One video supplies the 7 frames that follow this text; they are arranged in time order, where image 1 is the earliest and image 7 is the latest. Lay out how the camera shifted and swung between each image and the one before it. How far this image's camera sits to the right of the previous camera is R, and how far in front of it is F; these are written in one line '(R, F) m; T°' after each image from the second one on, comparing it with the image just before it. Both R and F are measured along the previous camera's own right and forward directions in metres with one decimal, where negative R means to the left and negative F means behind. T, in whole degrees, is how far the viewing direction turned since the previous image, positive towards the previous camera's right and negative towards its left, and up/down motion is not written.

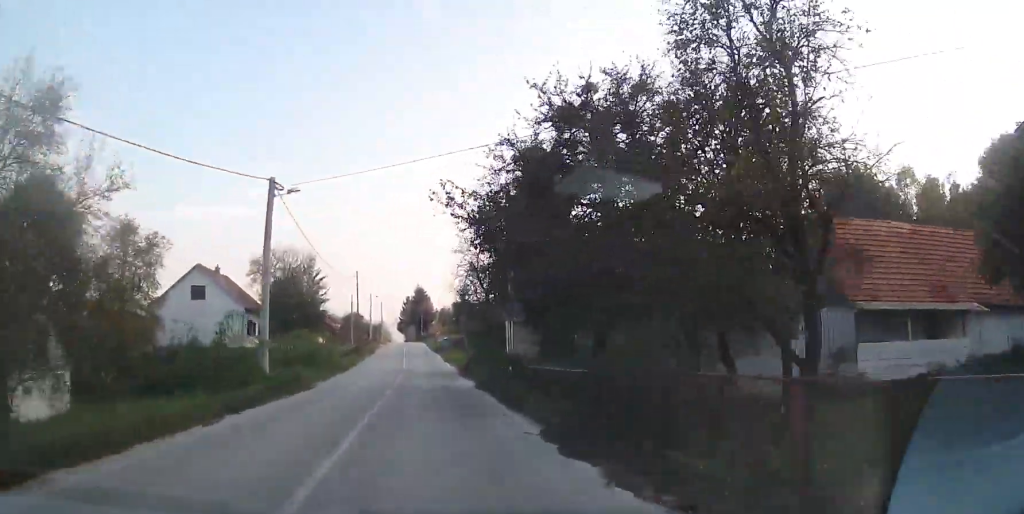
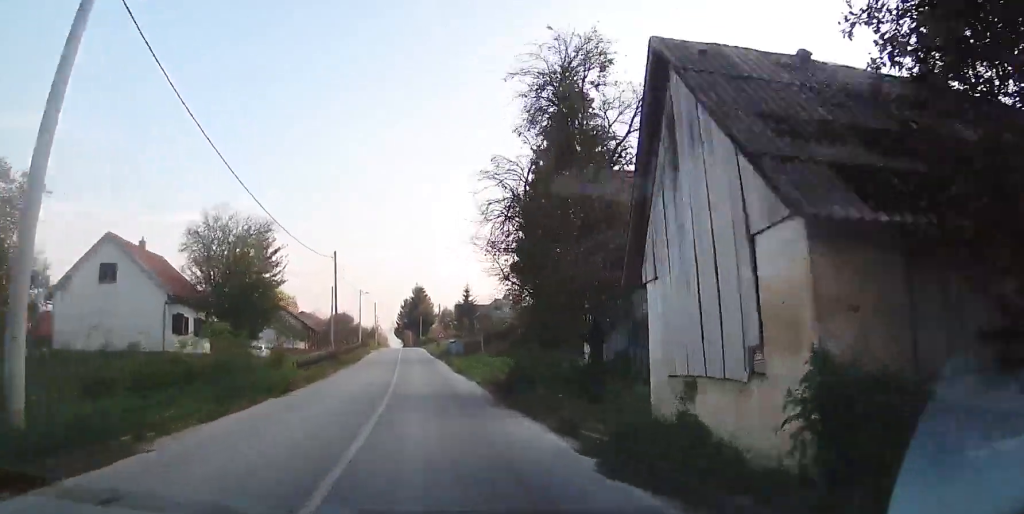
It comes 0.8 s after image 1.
(0.0, +14.7) m; -1°
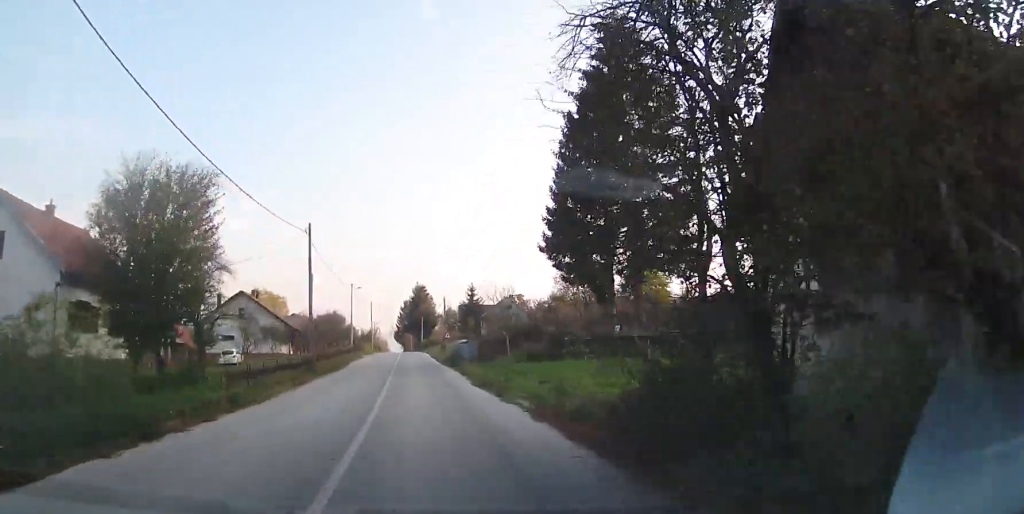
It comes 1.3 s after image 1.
(-0.2, +10.8) m; -1°
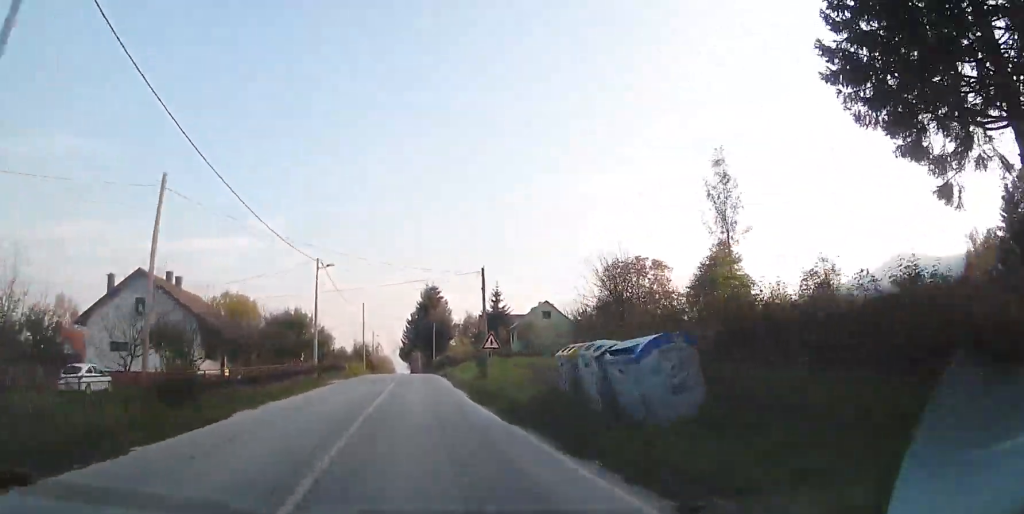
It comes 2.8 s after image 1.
(-0.3, +27.3) m; 0°
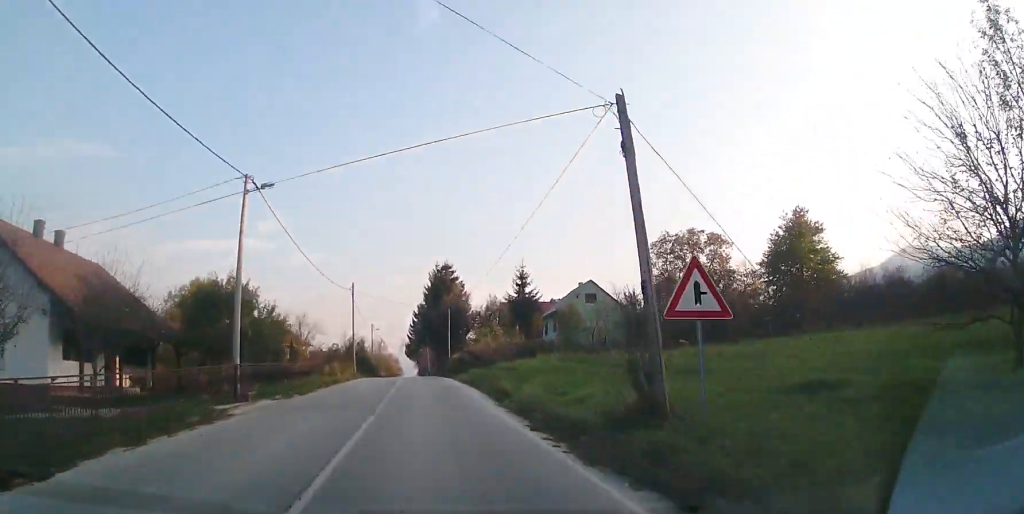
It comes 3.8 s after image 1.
(+0.3, +18.2) m; -1°
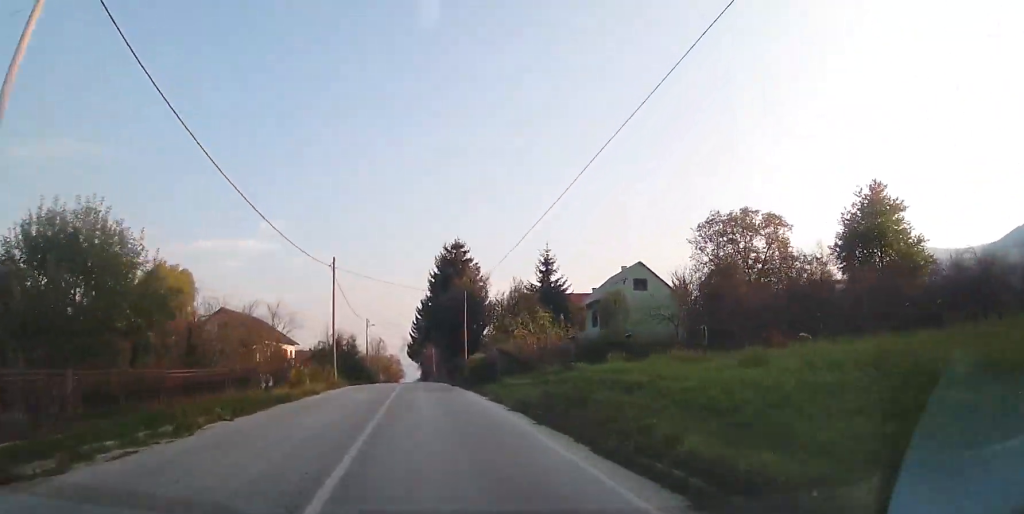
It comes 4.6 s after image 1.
(-0.6, +13.7) m; -1°
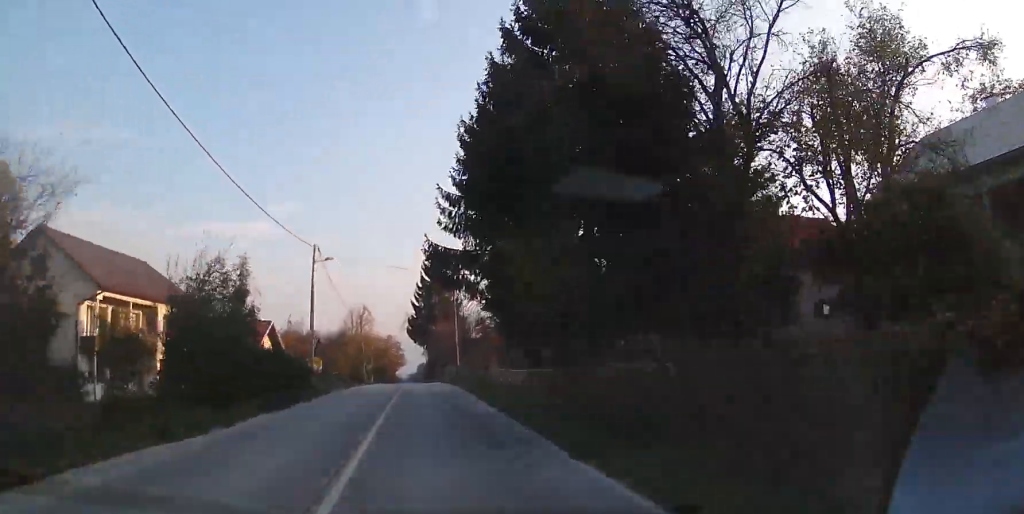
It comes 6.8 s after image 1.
(+0.1, +39.4) m; 0°
